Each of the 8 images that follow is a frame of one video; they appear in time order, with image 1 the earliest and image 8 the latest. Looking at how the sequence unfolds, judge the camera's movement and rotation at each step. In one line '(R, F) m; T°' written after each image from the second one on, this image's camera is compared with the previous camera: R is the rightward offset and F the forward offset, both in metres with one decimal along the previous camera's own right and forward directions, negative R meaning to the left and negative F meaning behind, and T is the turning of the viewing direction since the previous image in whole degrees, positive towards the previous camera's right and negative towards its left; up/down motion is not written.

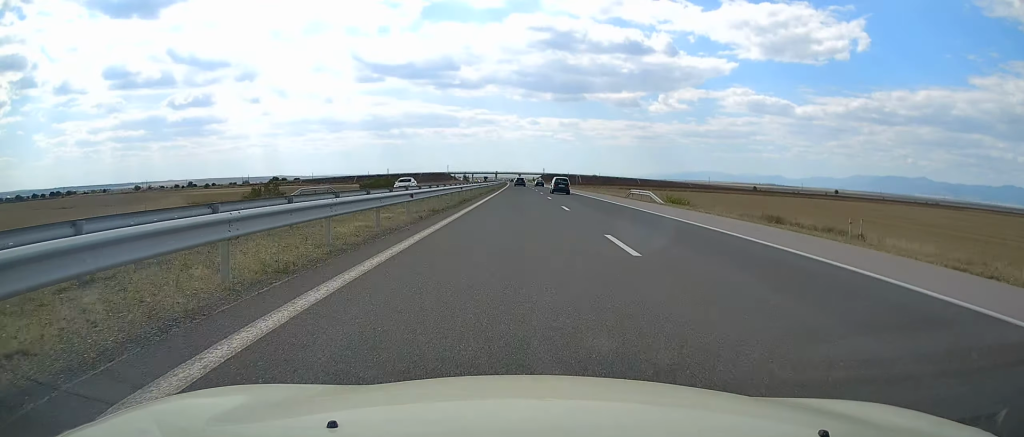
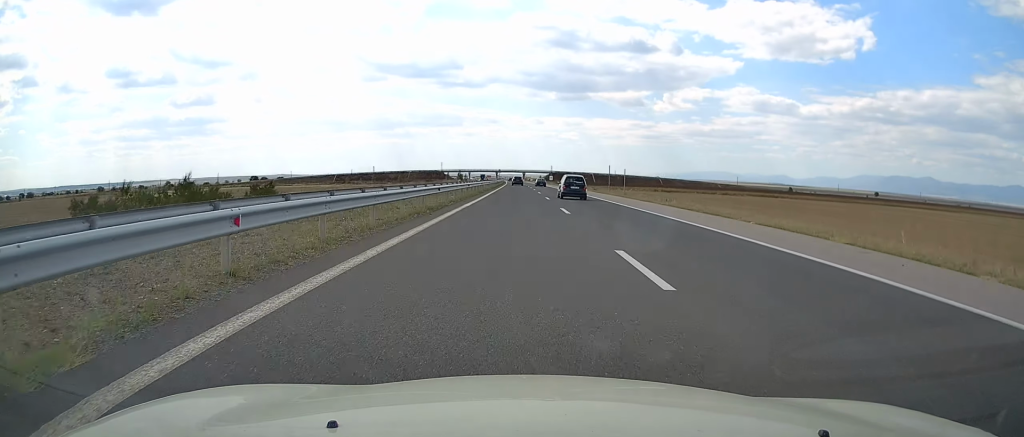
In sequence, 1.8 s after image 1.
(+0.1, +67.3) m; 0°
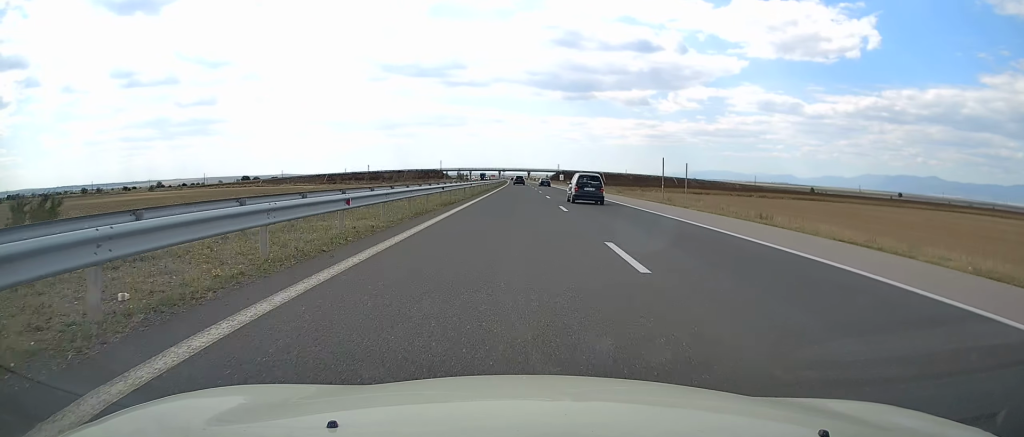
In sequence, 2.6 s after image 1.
(-0.3, +30.7) m; 0°
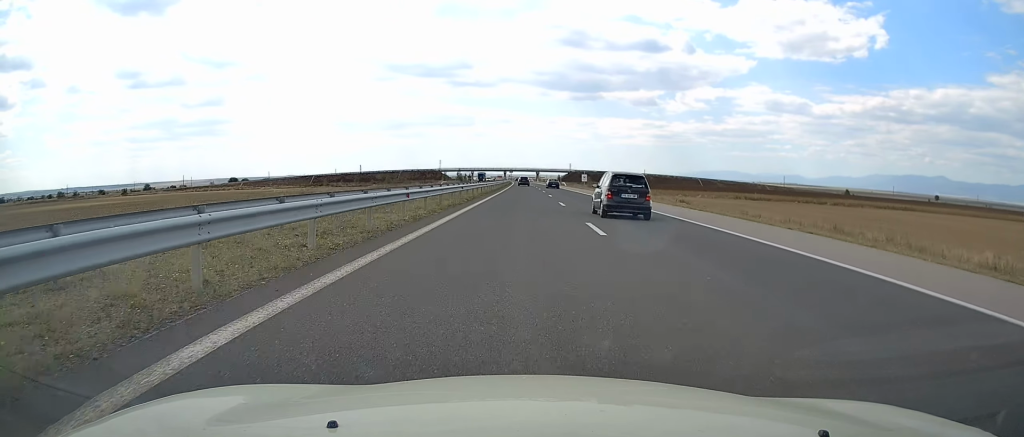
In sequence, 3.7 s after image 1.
(0.0, +42.3) m; -1°
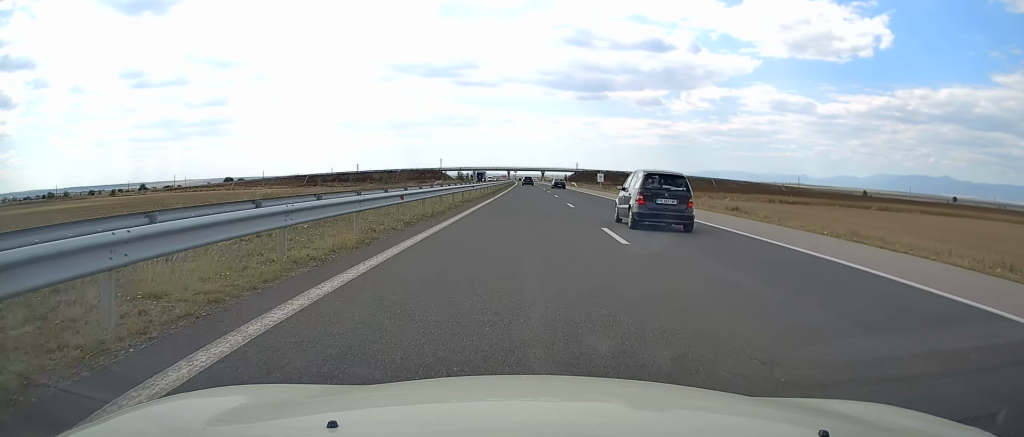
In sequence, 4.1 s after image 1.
(-0.2, +17.9) m; 0°
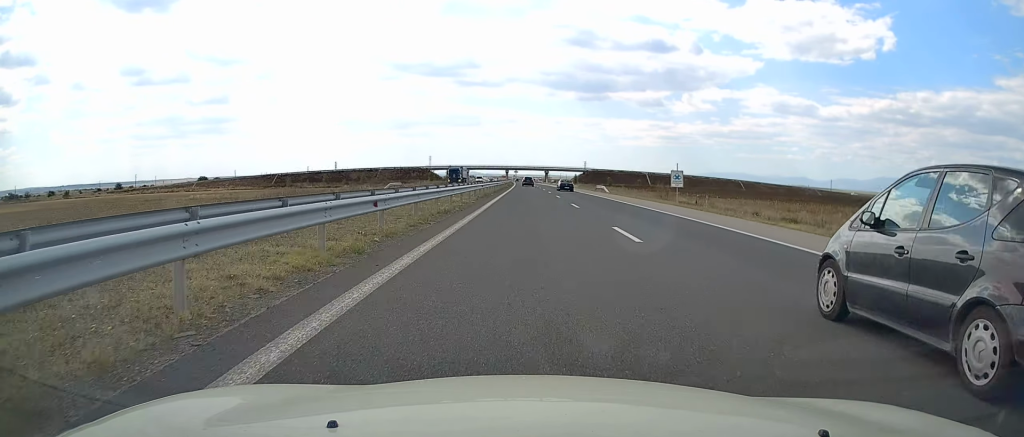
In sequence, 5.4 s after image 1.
(-0.3, +47.3) m; 0°
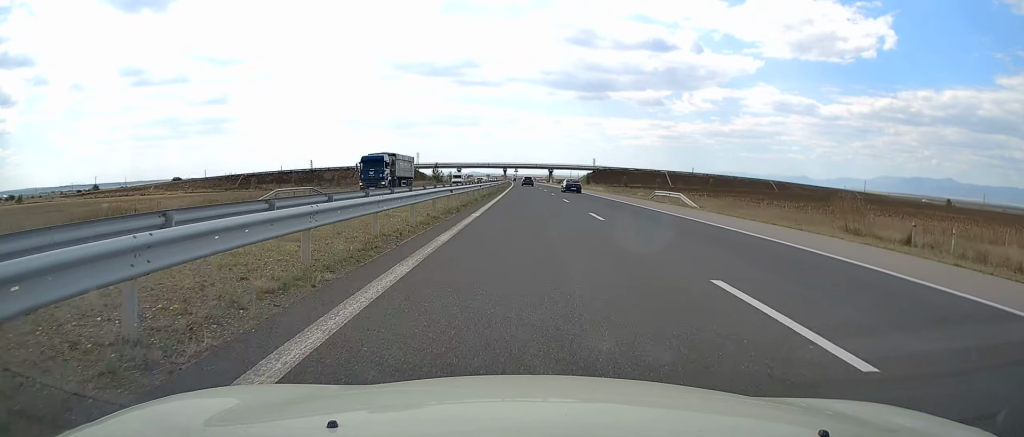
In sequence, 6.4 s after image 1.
(0.0, +41.0) m; 0°
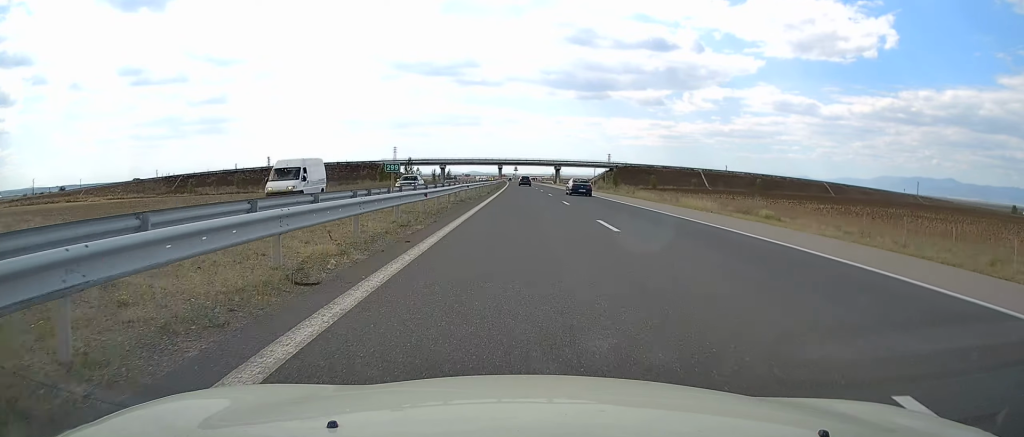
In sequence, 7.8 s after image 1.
(0.0, +52.5) m; 0°
